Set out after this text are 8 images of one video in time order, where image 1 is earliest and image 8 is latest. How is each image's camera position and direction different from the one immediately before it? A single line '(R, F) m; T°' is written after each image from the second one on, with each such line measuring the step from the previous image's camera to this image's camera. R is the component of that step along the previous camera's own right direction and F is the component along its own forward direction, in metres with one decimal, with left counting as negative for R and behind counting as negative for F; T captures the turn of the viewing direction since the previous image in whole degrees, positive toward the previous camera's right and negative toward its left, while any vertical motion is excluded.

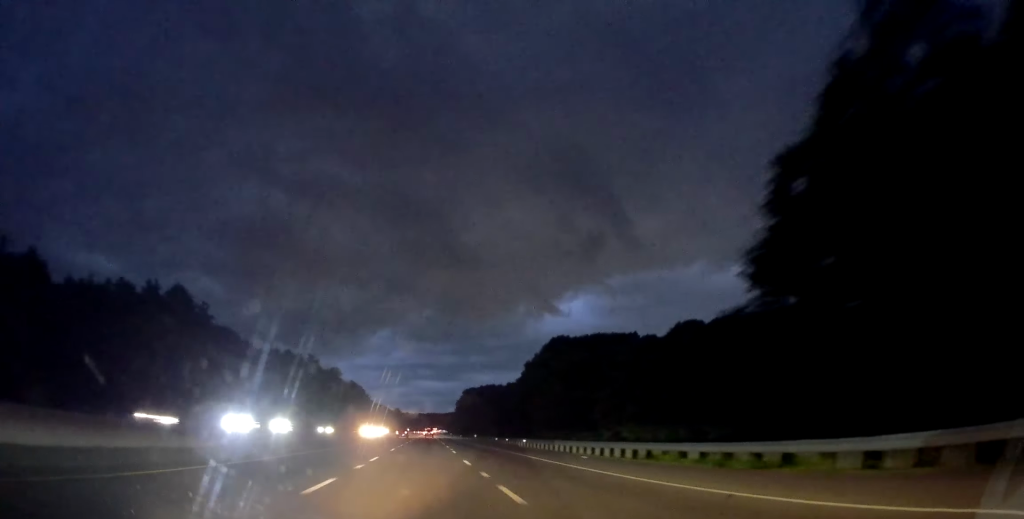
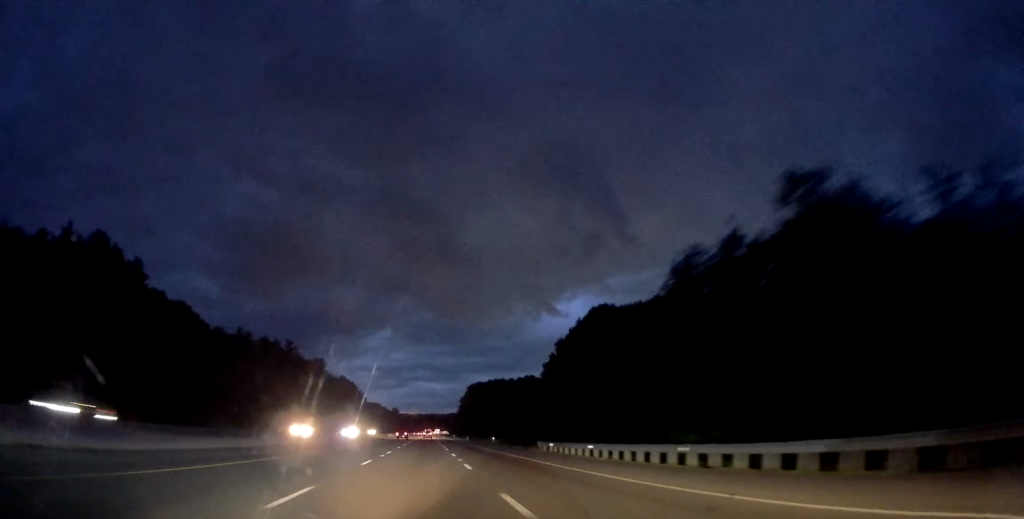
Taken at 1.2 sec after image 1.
(-0.4, +39.4) m; 0°
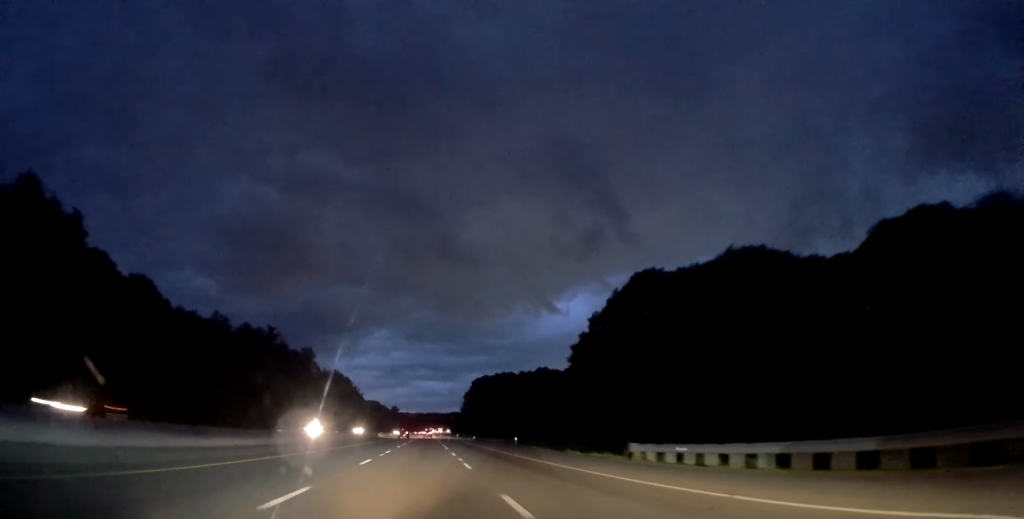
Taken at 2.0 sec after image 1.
(+0.2, +24.7) m; 0°
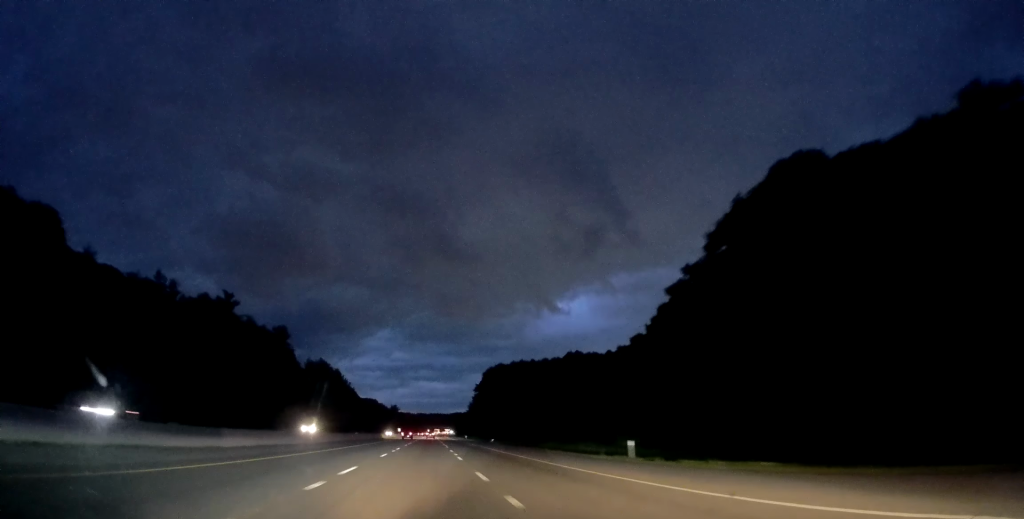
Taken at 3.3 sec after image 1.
(0.0, +41.9) m; -1°
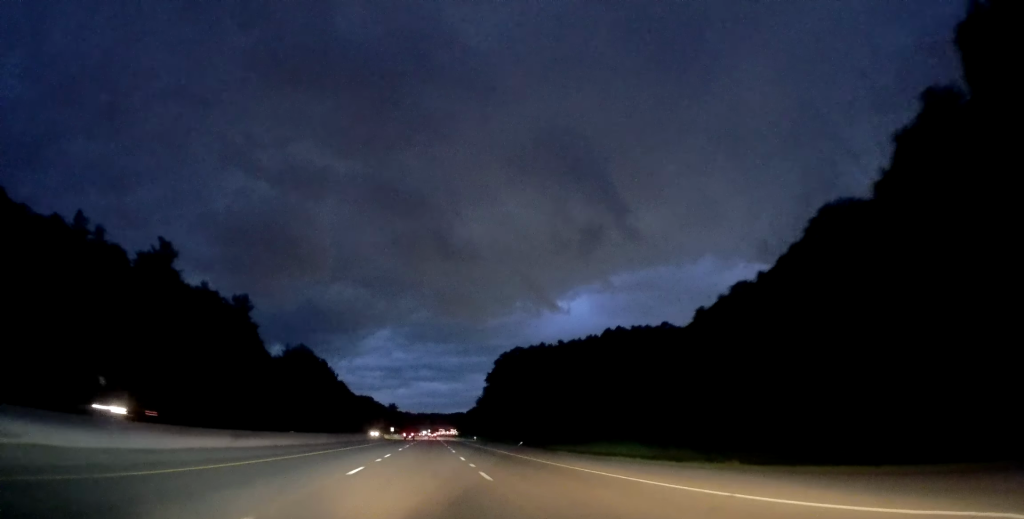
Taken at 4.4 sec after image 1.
(-0.5, +36.6) m; 0°
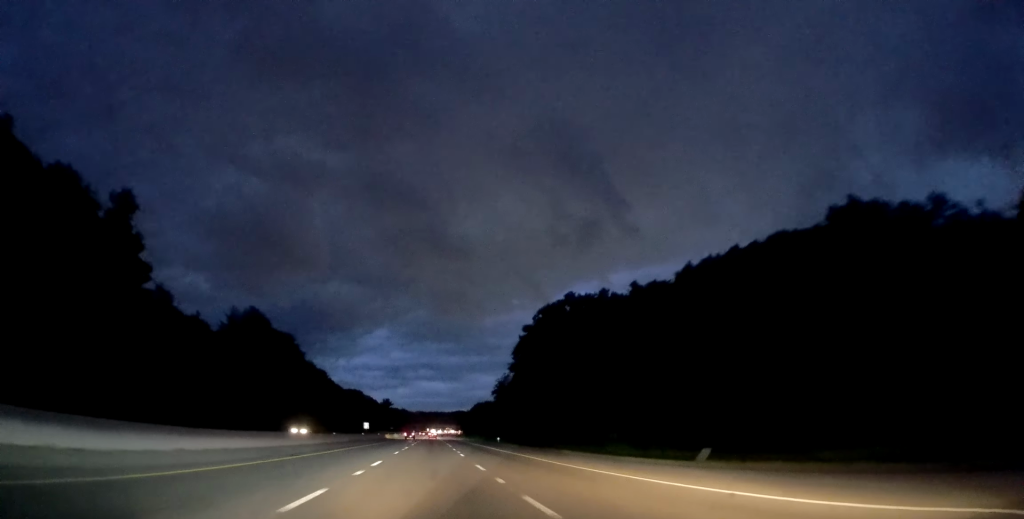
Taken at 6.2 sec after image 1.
(+0.5, +56.9) m; 0°
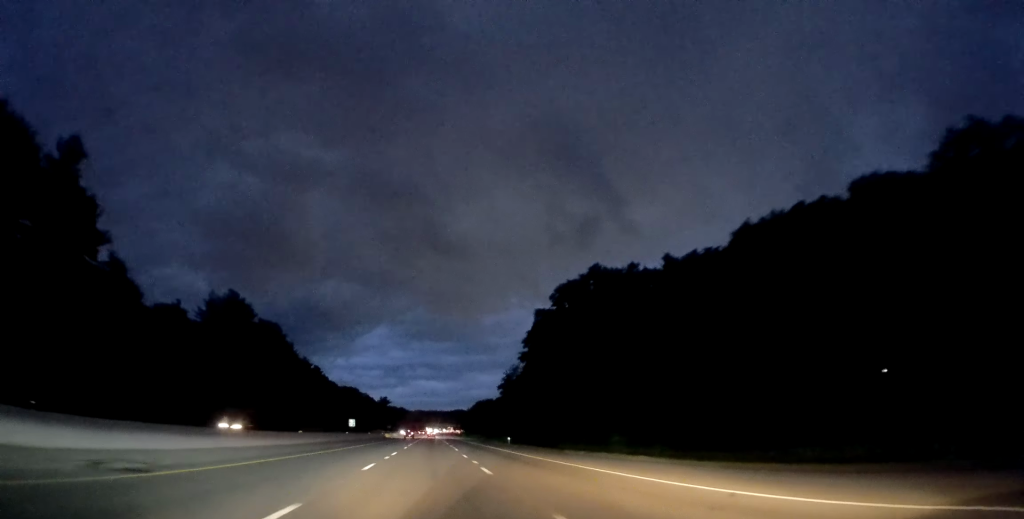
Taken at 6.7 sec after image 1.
(0.0, +15.0) m; 0°
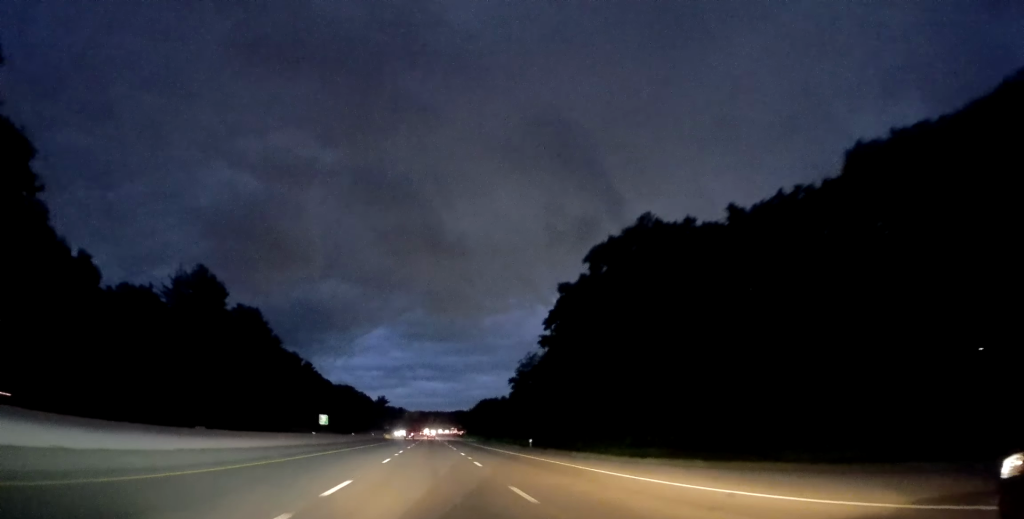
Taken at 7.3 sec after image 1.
(-0.1, +19.3) m; 0°
